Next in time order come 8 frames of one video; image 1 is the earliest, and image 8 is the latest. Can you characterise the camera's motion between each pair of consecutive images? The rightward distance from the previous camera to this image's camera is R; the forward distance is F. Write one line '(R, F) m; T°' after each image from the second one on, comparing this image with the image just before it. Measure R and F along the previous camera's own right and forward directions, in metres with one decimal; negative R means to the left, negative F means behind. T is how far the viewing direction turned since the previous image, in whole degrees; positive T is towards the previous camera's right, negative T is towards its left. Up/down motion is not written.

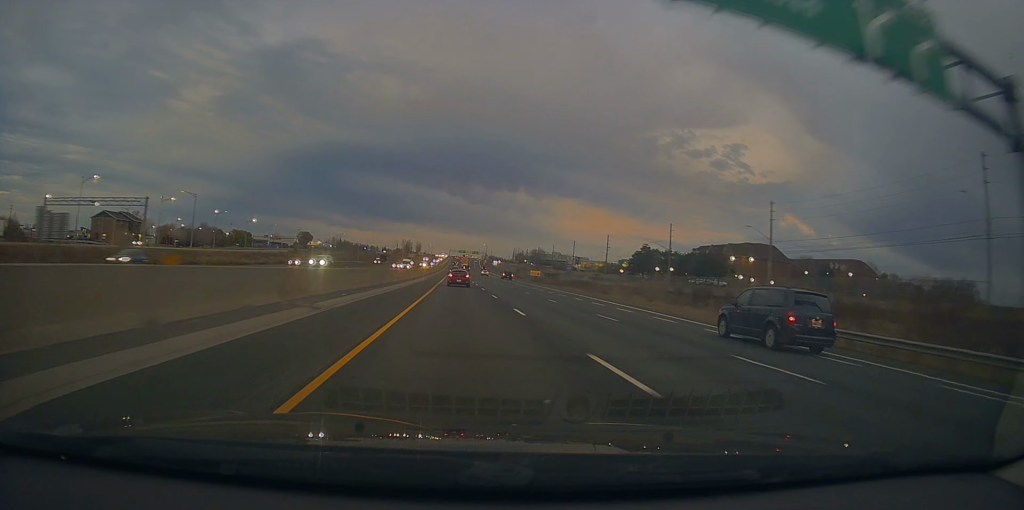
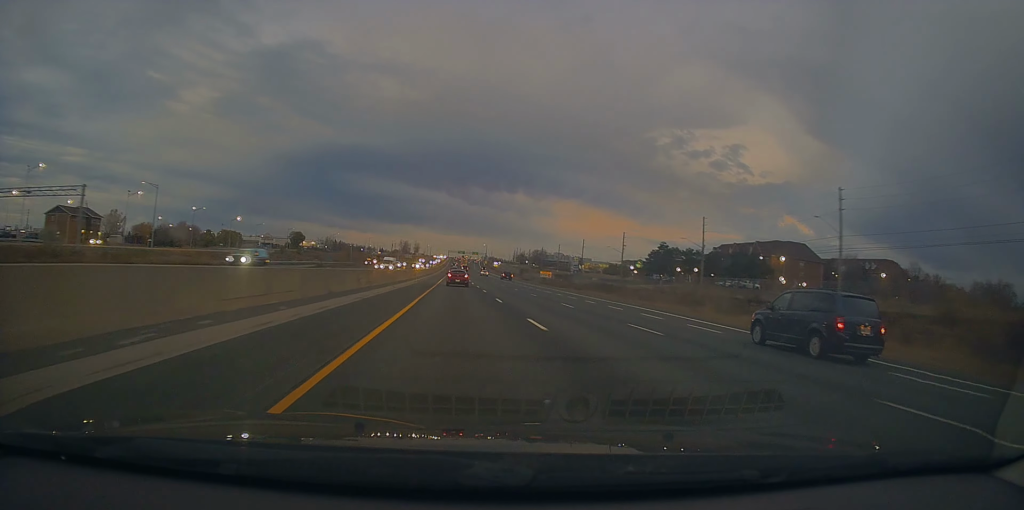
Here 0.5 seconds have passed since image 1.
(-0.2, +17.0) m; 0°
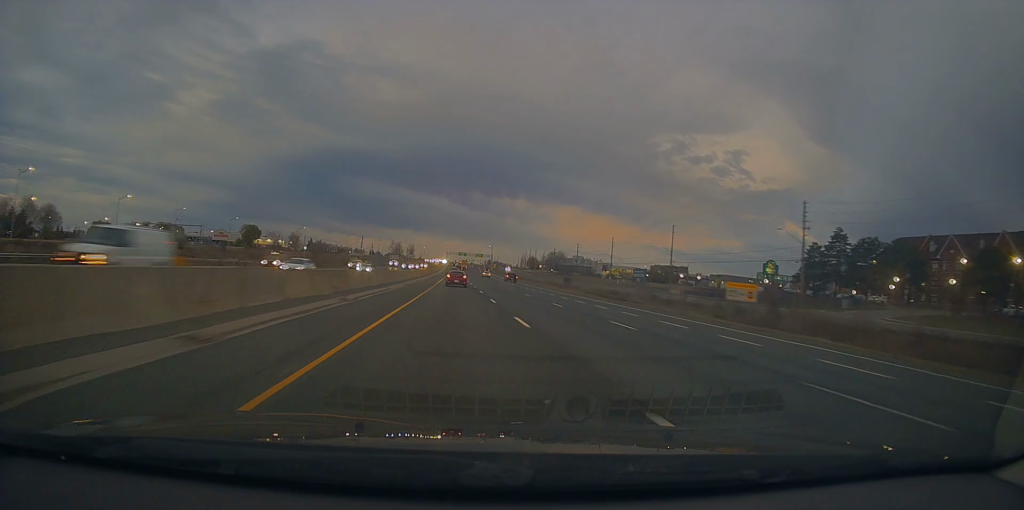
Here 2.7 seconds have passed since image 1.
(-1.5, +82.5) m; 0°
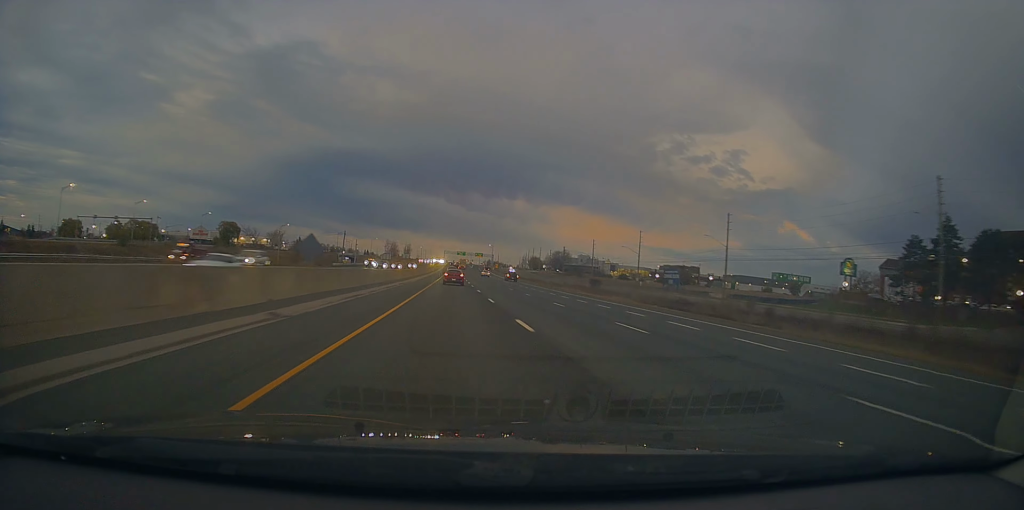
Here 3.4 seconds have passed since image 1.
(+0.8, +25.6) m; +1°
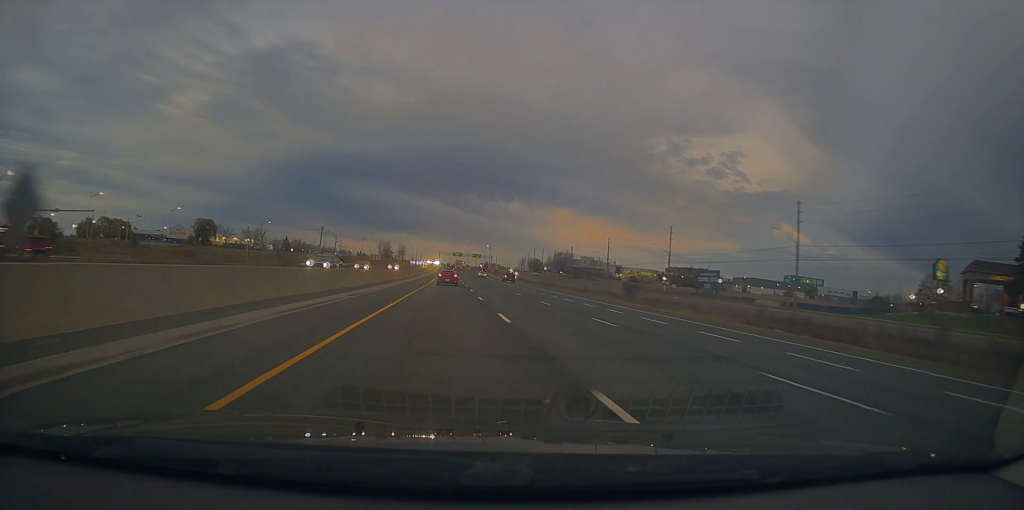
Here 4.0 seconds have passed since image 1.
(+0.3, +22.0) m; 0°
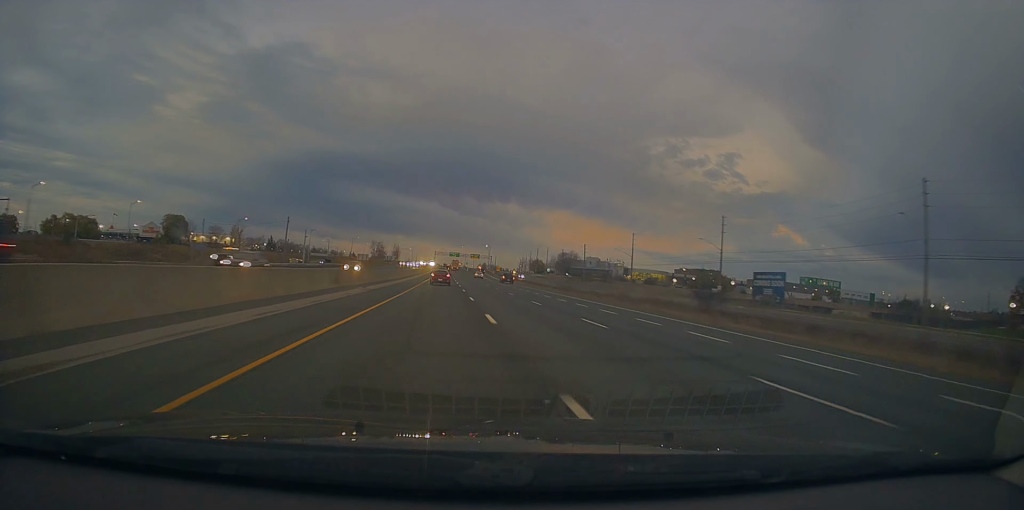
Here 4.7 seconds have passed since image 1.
(-0.4, +24.4) m; -1°
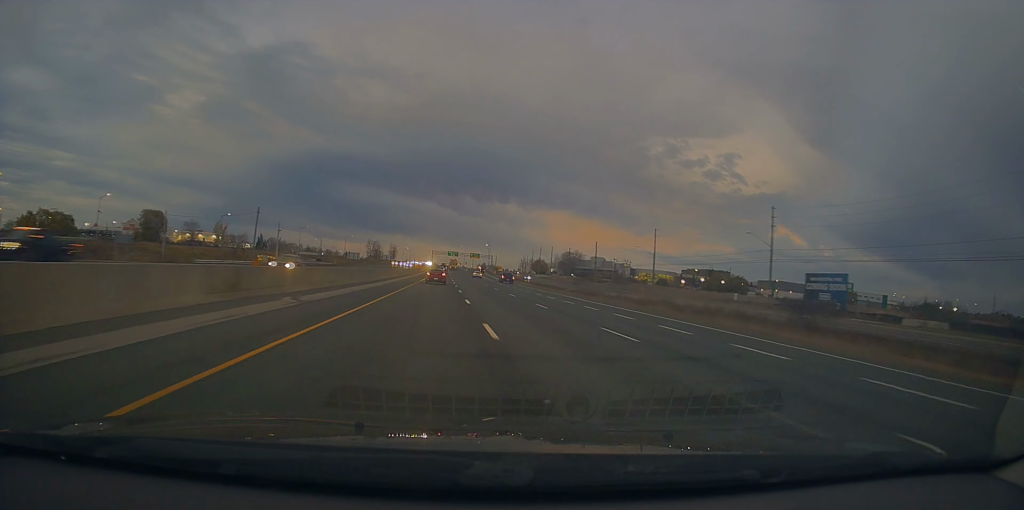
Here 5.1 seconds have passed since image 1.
(0.0, +16.0) m; 0°
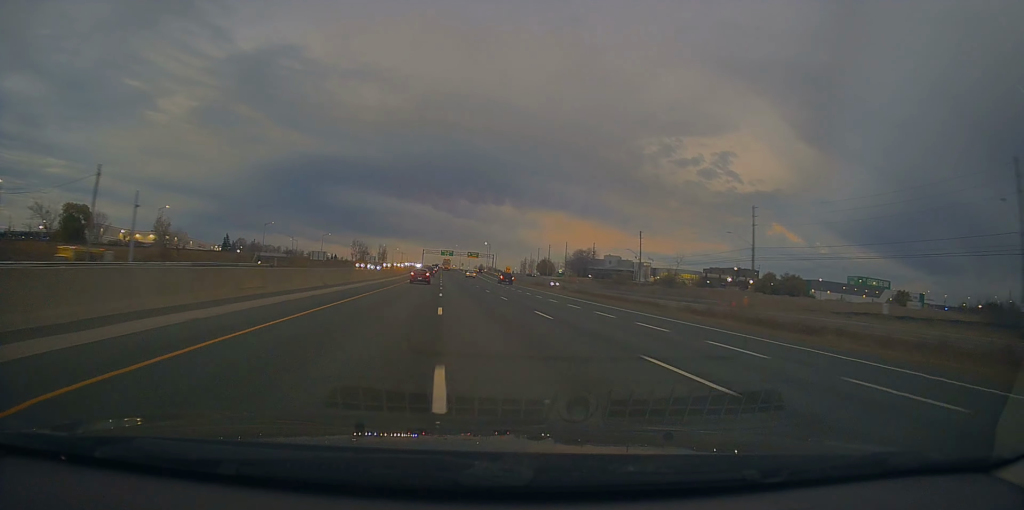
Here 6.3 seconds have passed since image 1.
(+0.4, +42.9) m; +1°
